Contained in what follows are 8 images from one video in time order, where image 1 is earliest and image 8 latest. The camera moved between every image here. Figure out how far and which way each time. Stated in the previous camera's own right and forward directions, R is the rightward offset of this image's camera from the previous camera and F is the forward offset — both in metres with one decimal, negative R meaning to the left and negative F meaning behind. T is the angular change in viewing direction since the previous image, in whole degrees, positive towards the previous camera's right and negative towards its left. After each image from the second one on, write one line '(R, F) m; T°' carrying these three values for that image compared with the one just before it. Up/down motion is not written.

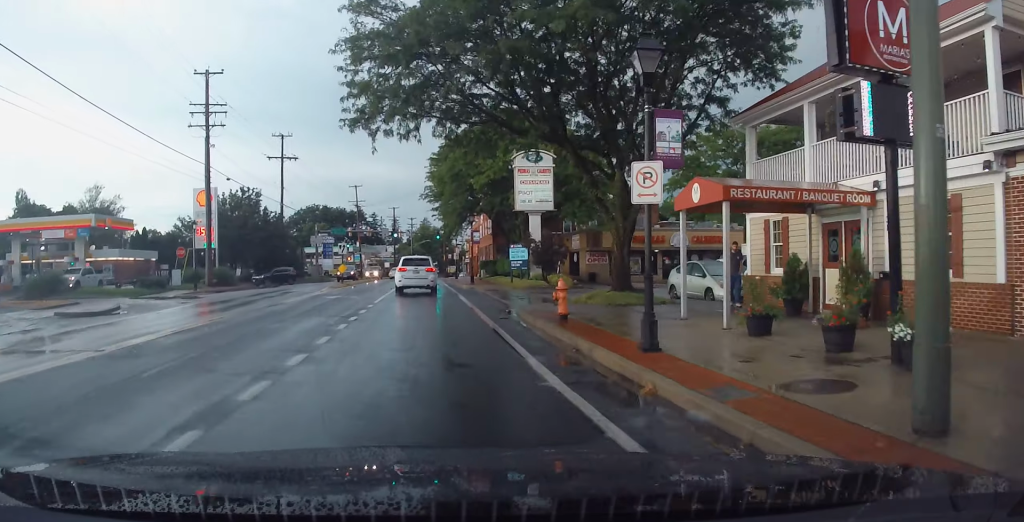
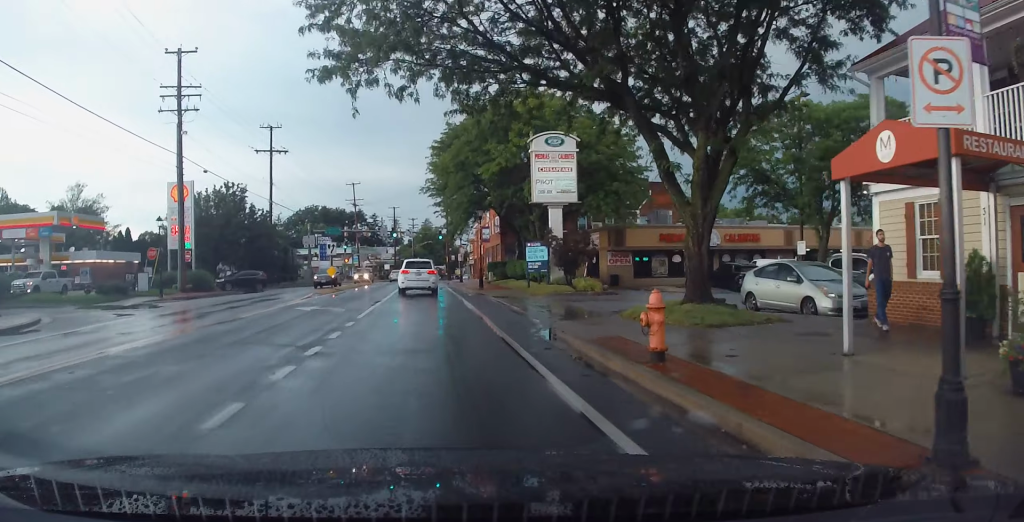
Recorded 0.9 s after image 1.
(0.0, +5.6) m; -2°
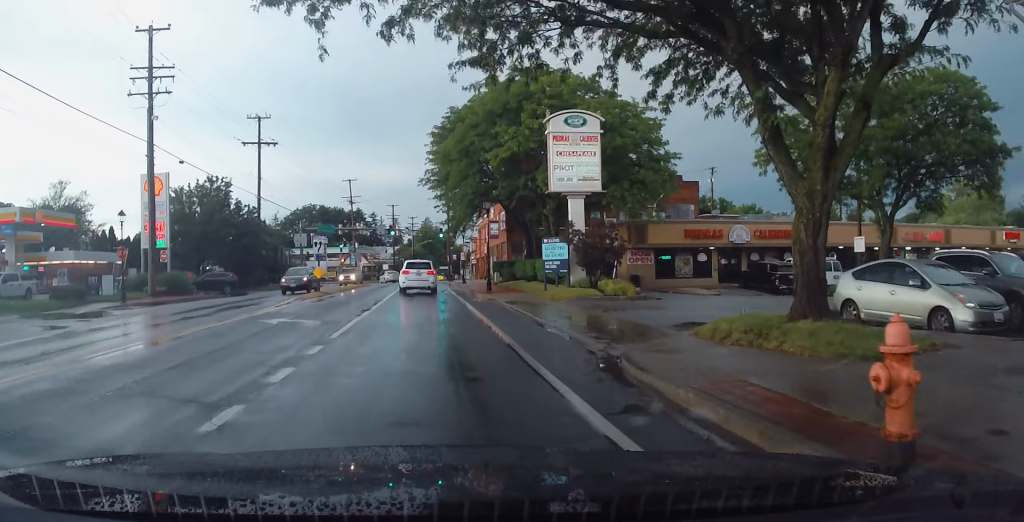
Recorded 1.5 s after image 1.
(-0.3, +4.4) m; 0°
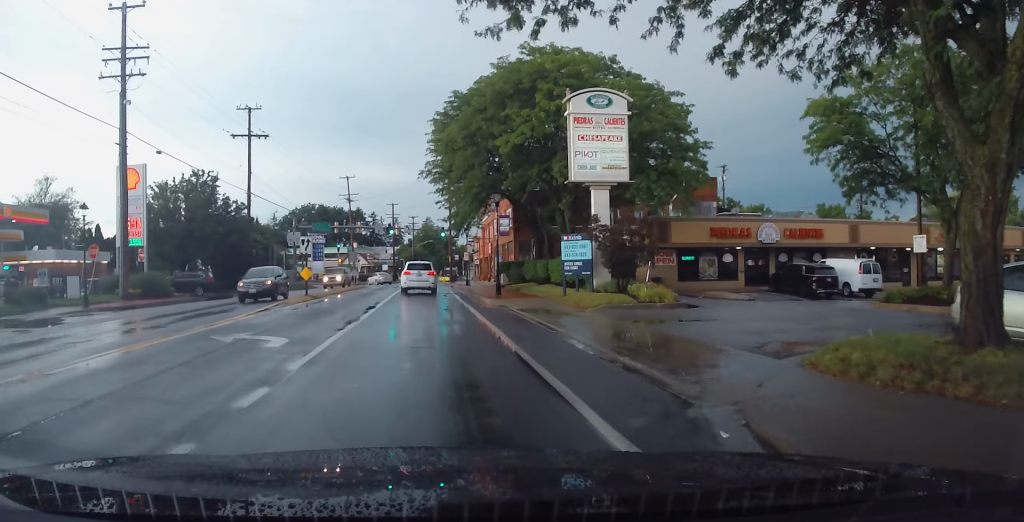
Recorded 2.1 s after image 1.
(+0.1, +3.7) m; 0°
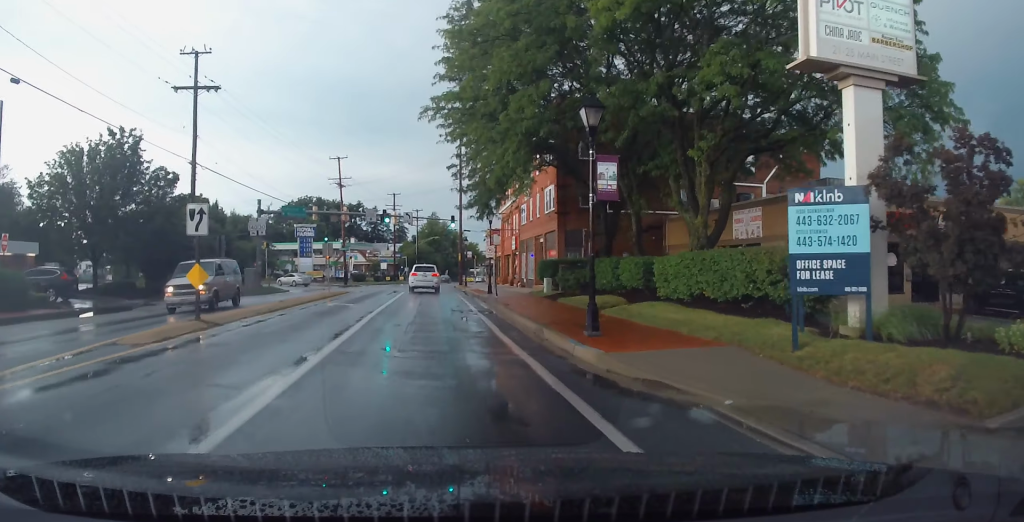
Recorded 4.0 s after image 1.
(-0.2, +14.6) m; -3°
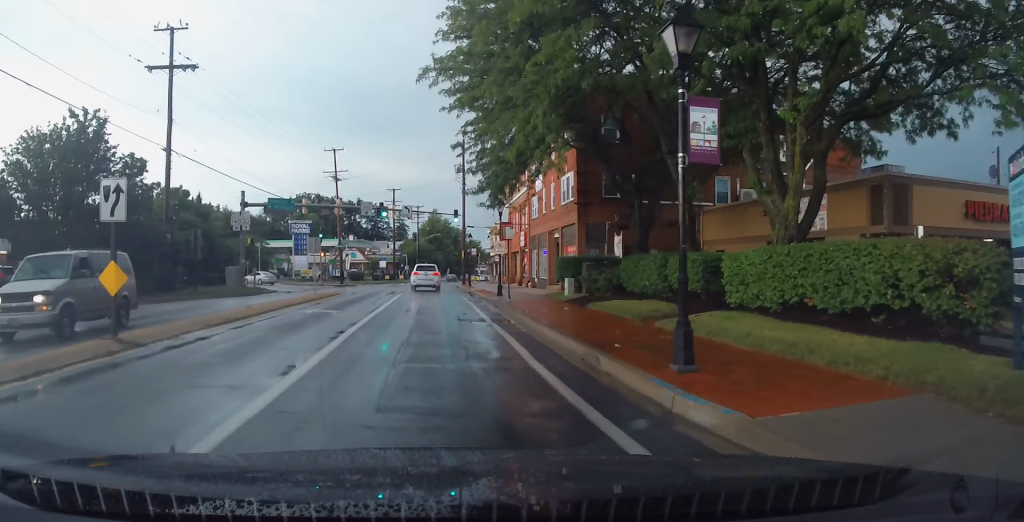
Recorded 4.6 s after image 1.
(0.0, +4.3) m; 0°
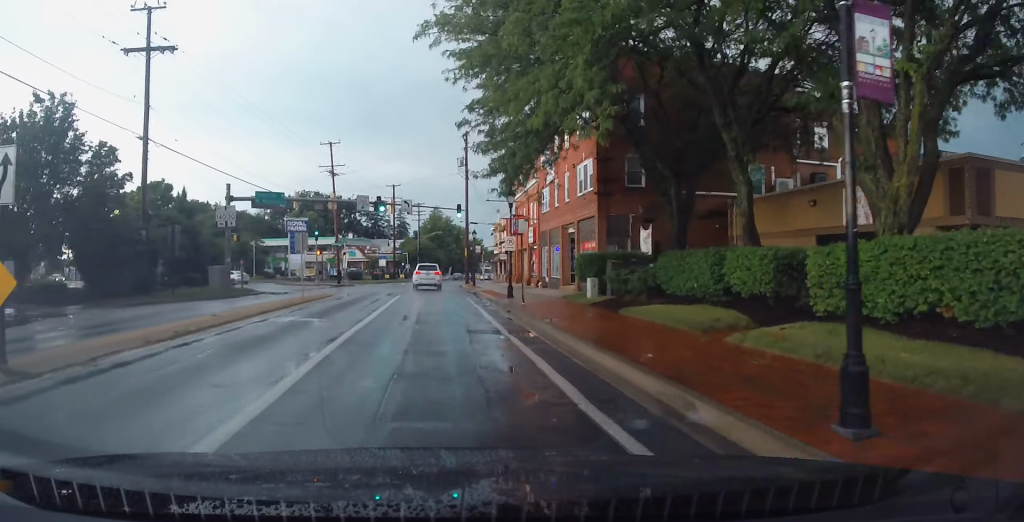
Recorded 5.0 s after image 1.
(0.0, +3.3) m; +1°
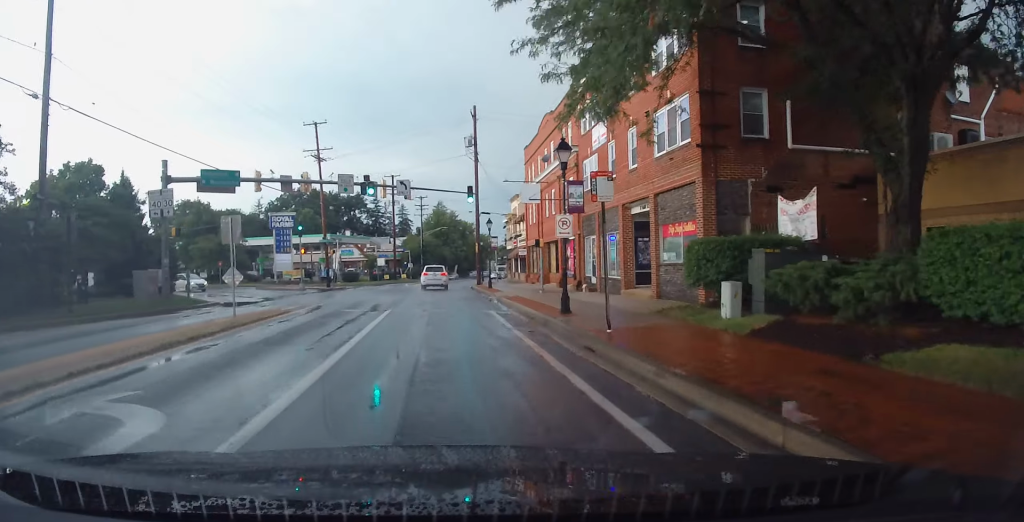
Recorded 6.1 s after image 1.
(+0.3, +9.9) m; +2°
